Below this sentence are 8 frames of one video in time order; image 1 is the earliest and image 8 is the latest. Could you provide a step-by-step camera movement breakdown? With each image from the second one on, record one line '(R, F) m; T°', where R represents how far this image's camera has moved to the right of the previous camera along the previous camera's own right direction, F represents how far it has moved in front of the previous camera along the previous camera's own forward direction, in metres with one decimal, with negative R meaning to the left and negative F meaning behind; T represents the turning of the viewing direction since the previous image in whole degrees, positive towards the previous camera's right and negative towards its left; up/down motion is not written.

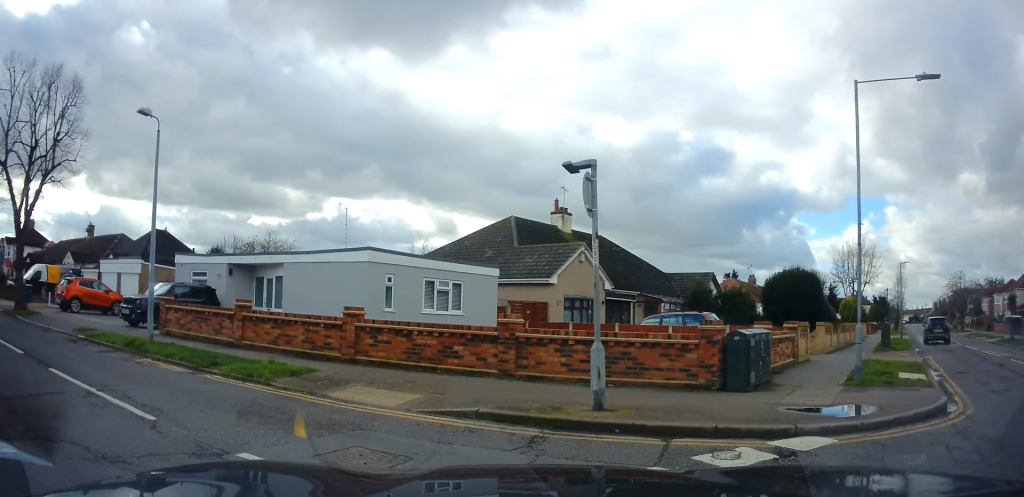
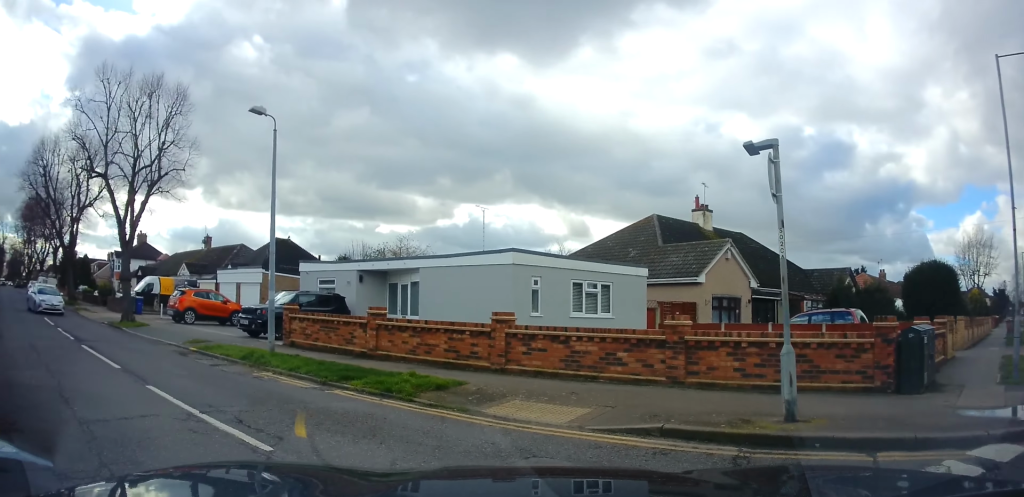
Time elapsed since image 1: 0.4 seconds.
(-0.1, +1.0) m; -12°
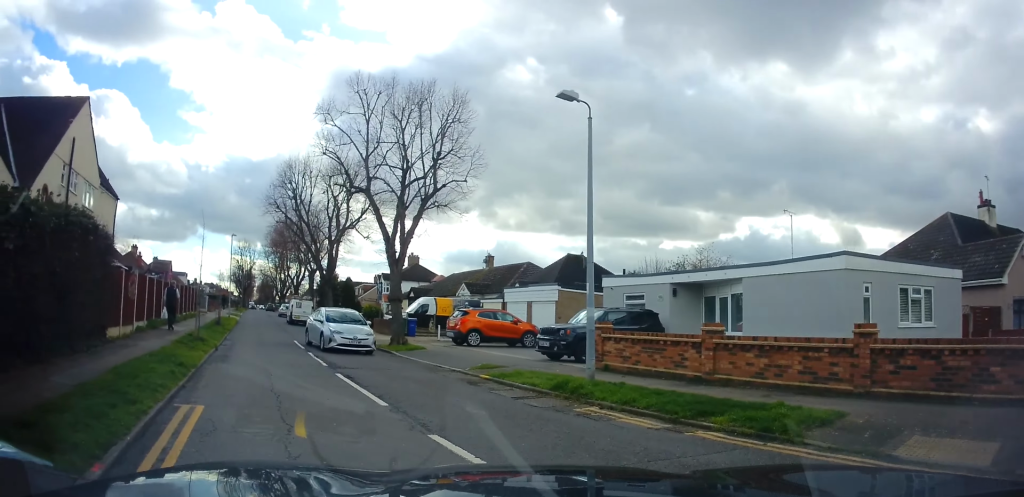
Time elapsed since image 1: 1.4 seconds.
(-0.7, +2.2) m; -23°
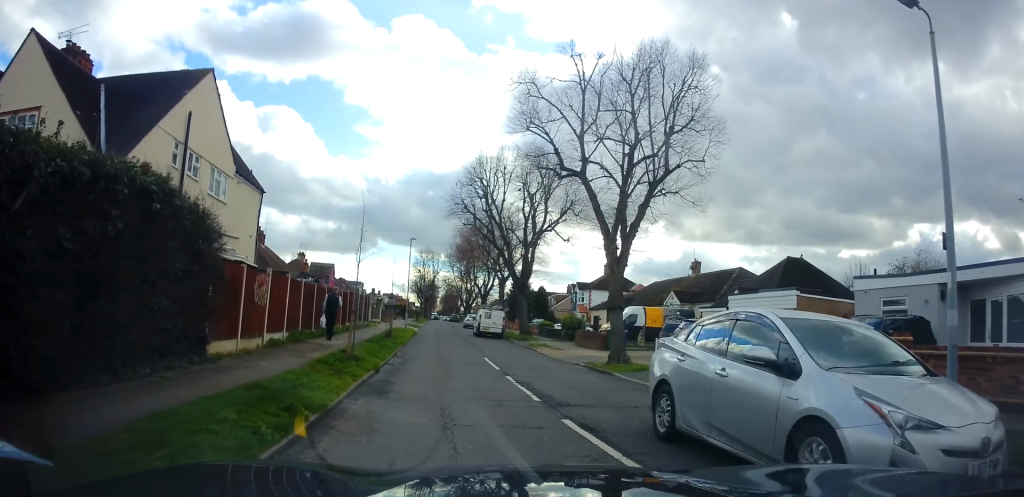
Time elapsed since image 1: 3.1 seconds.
(-0.5, +4.5) m; -12°
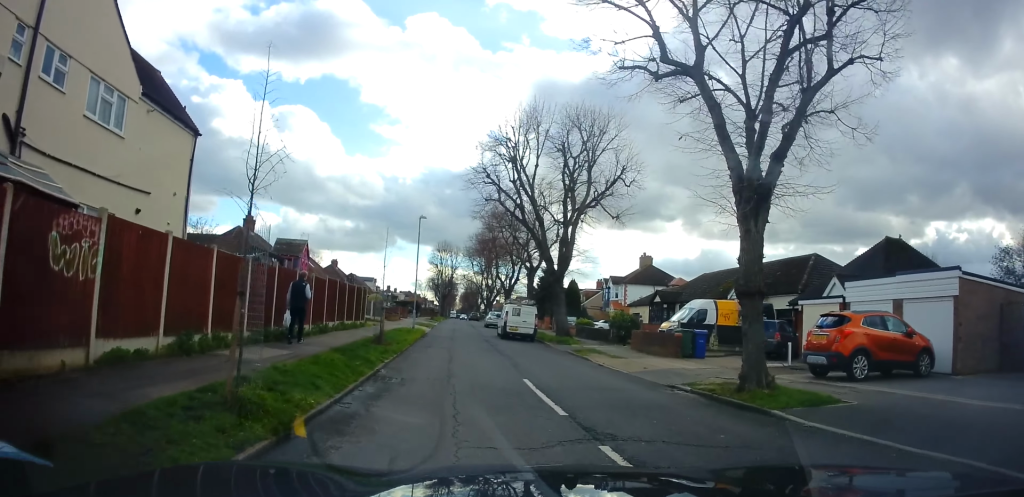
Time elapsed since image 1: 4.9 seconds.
(-0.1, +7.1) m; +1°
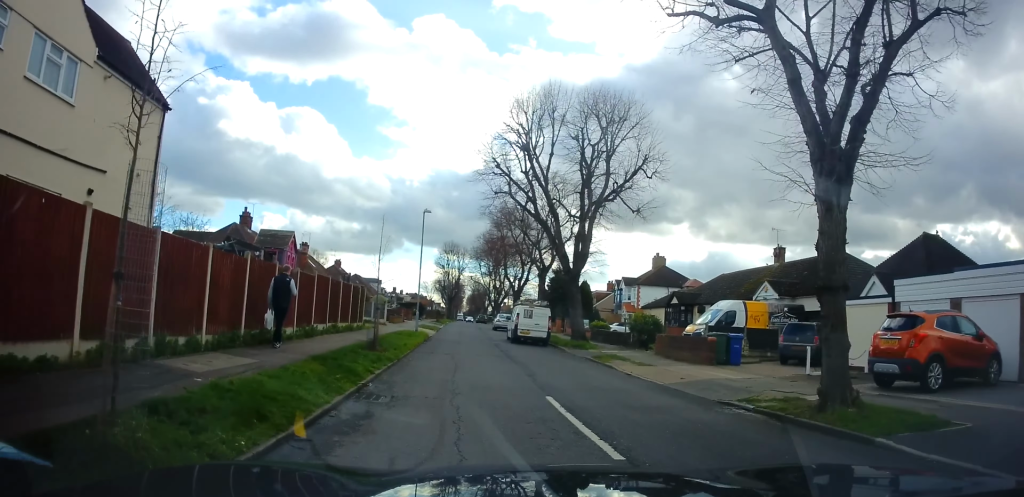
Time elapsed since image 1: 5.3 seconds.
(+0.1, +2.2) m; 0°
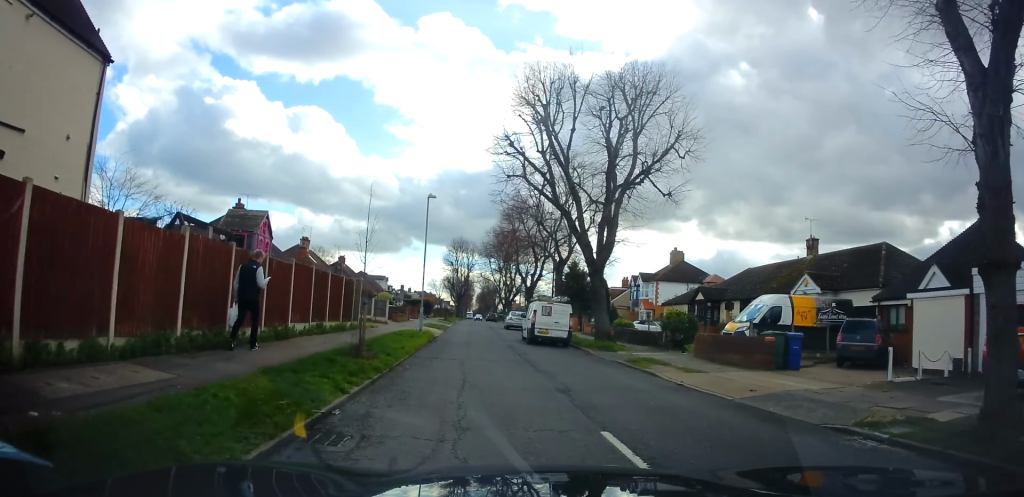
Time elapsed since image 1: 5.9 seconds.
(-0.1, +3.1) m; -2°
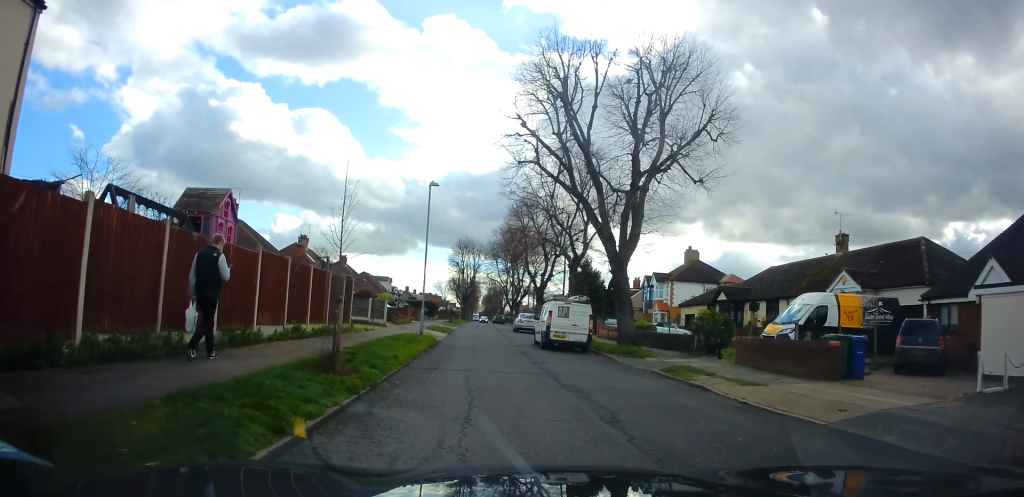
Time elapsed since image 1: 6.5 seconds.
(0.0, +2.7) m; -1°
